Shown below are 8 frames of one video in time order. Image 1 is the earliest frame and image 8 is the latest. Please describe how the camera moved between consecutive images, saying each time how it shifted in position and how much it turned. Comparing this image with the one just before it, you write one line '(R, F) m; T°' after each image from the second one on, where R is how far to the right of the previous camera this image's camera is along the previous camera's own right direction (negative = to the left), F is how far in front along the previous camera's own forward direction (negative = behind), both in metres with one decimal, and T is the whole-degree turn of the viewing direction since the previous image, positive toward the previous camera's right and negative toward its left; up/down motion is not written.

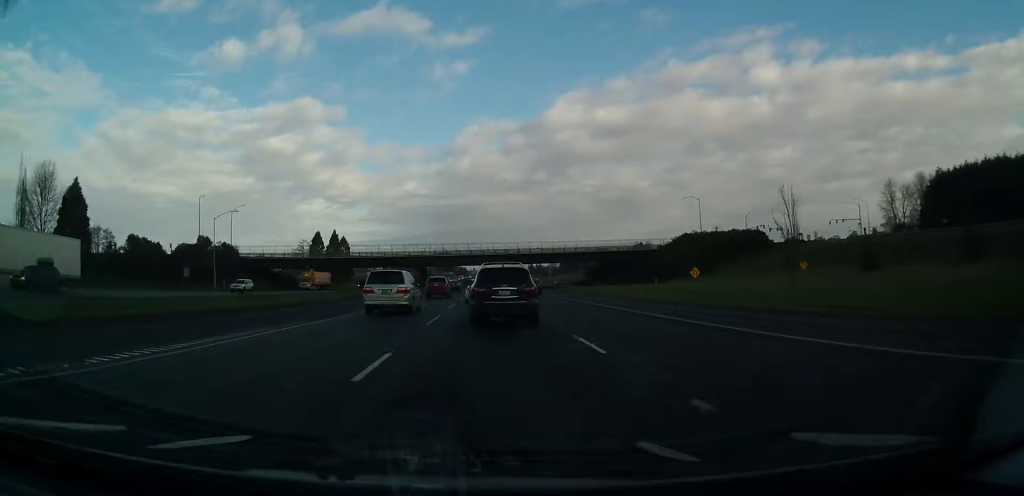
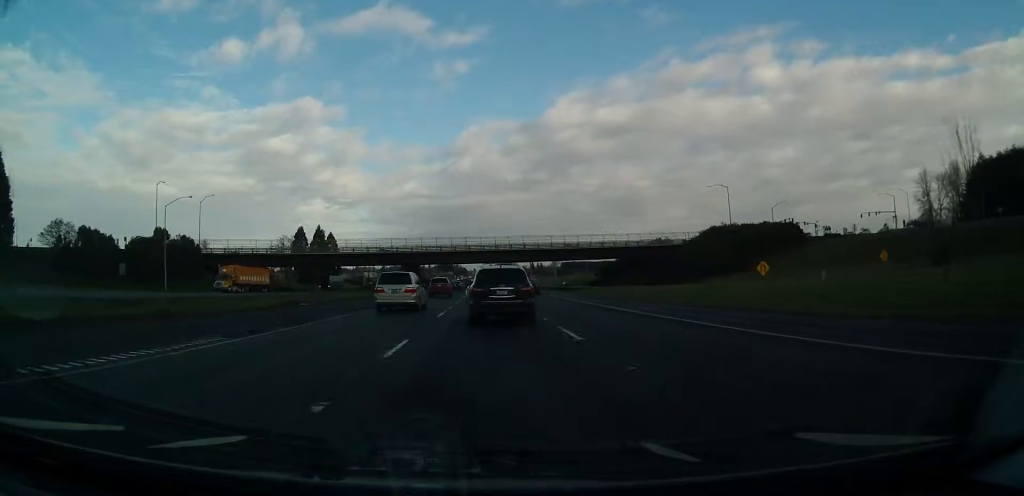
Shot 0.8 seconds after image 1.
(+0.1, +21.7) m; 0°
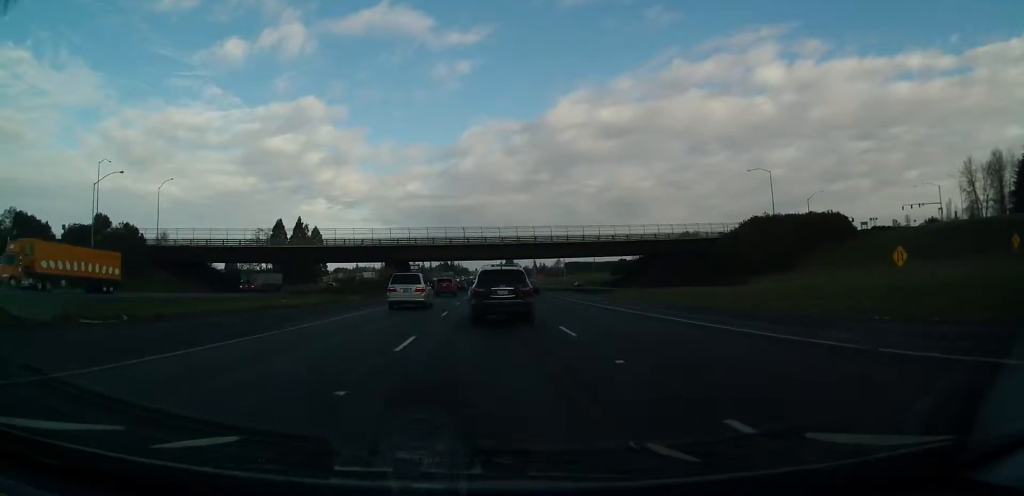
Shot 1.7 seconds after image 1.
(-0.1, +23.4) m; 0°
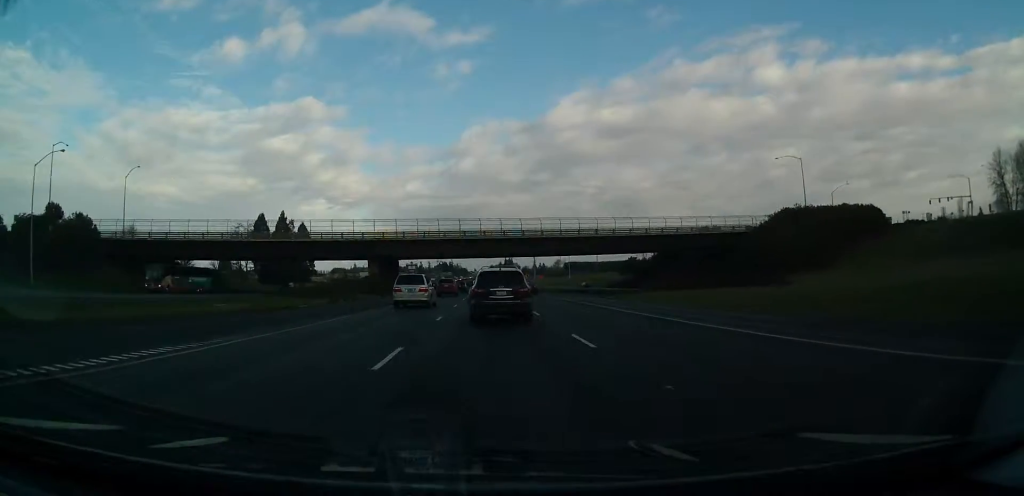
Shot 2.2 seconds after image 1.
(0.0, +14.4) m; 0°
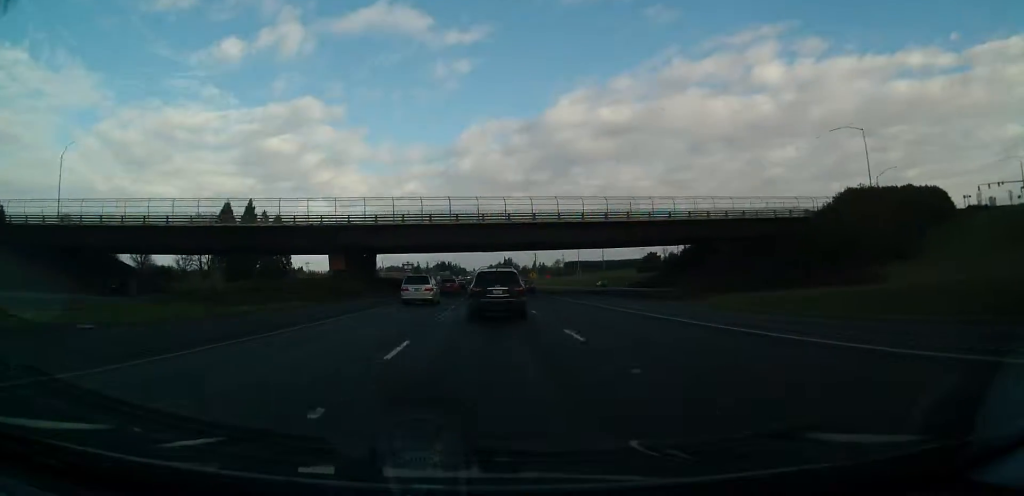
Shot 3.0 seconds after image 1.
(0.0, +22.6) m; 0°
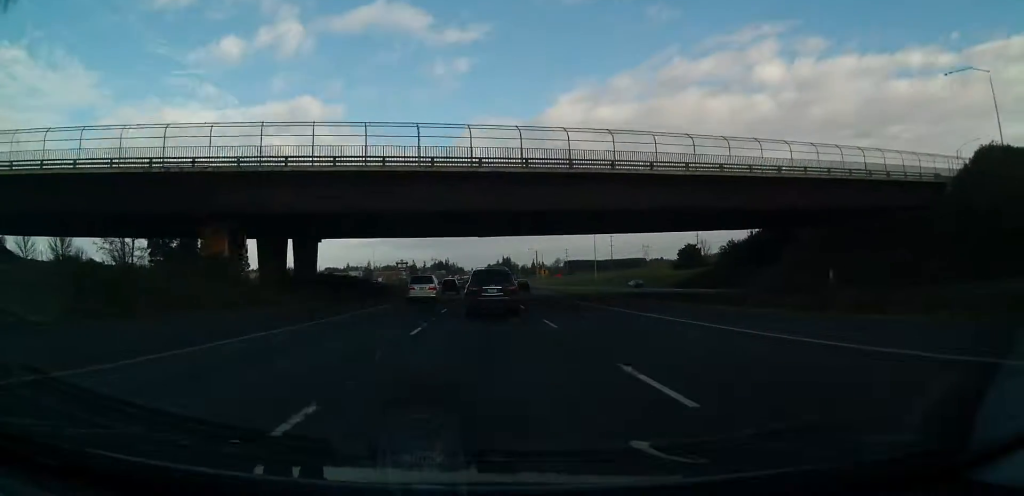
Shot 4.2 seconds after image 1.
(0.0, +31.4) m; 0°
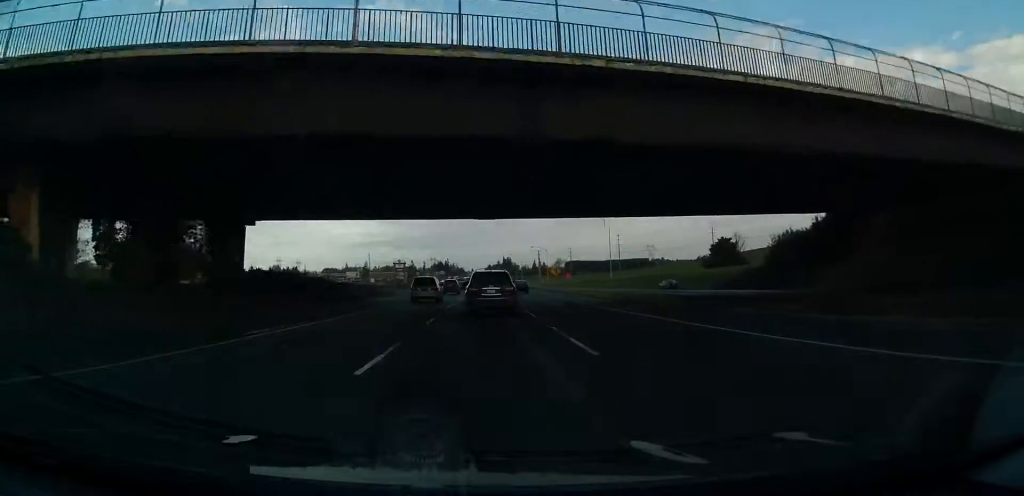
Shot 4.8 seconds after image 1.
(0.0, +18.8) m; 0°
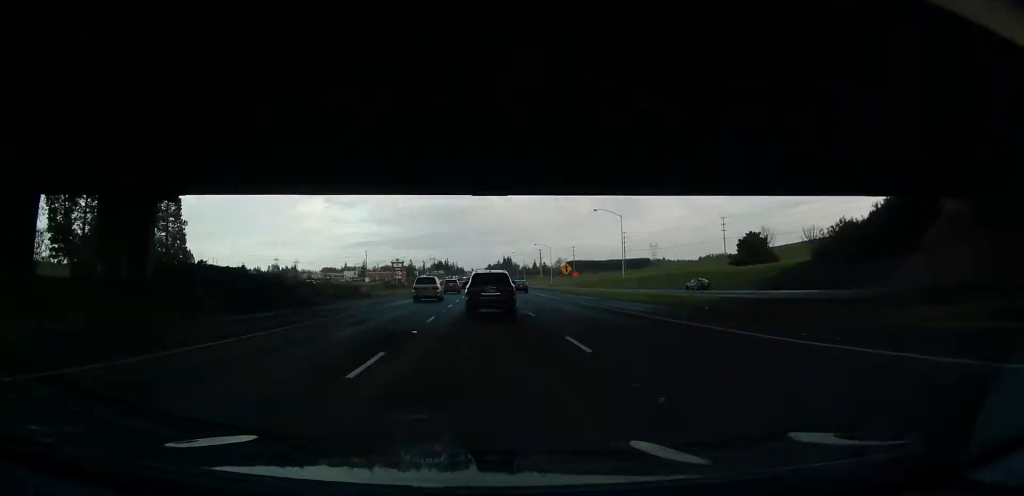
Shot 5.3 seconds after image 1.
(0.0, +12.4) m; 0°
